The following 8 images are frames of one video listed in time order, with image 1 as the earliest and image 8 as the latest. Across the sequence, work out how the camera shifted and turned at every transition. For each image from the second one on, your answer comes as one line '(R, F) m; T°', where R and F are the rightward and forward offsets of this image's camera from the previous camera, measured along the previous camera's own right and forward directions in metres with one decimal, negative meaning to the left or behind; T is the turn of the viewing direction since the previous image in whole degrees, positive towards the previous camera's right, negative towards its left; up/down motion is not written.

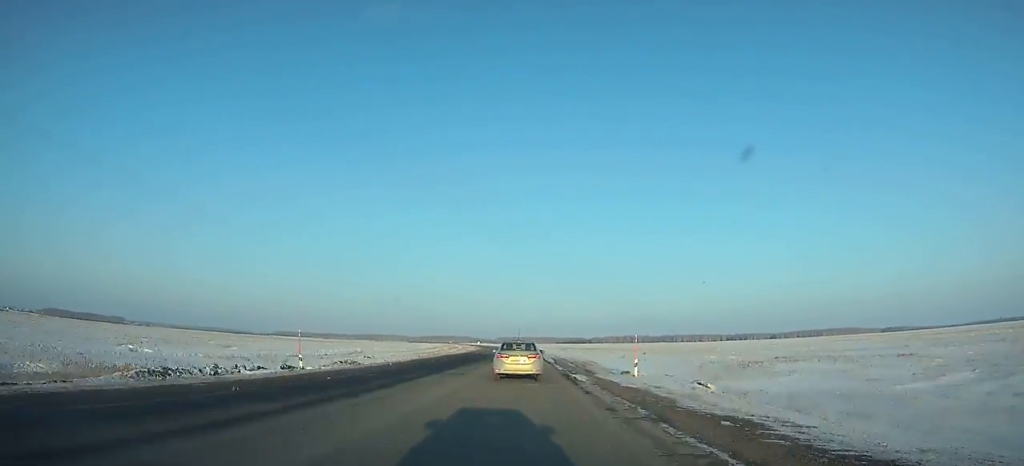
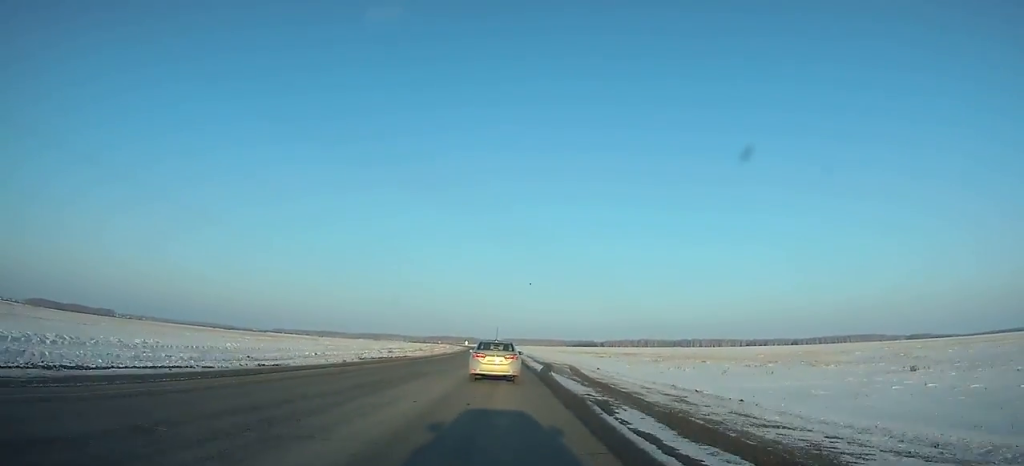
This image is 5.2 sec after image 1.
(-0.6, +95.2) m; -1°
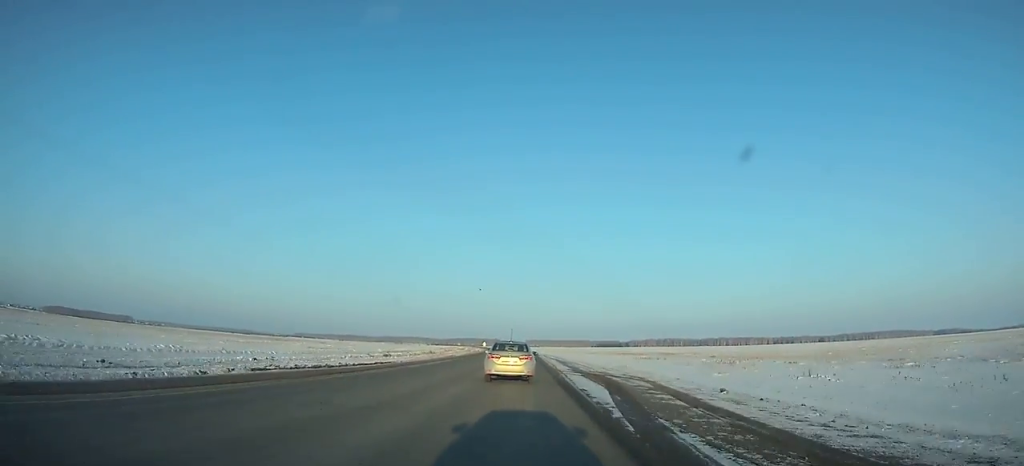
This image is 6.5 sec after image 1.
(-0.1, +23.8) m; -1°
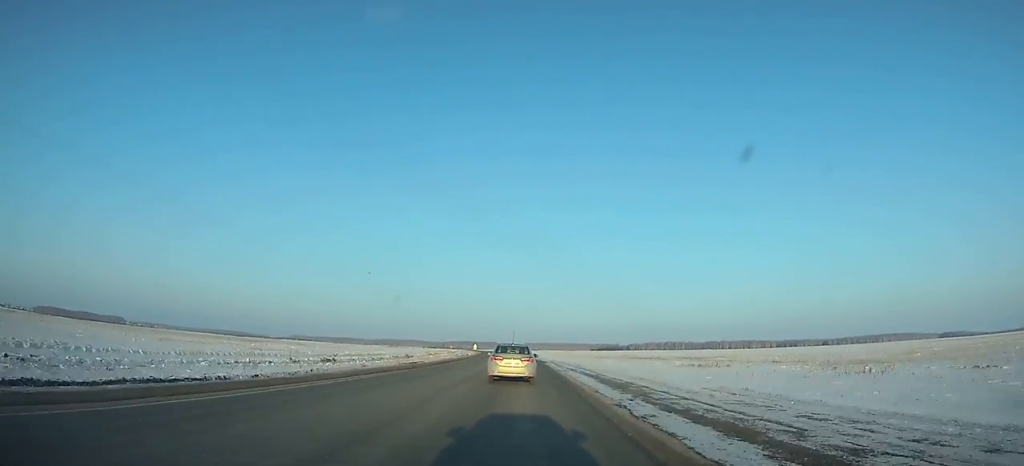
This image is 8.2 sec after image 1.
(-0.2, +31.6) m; -1°
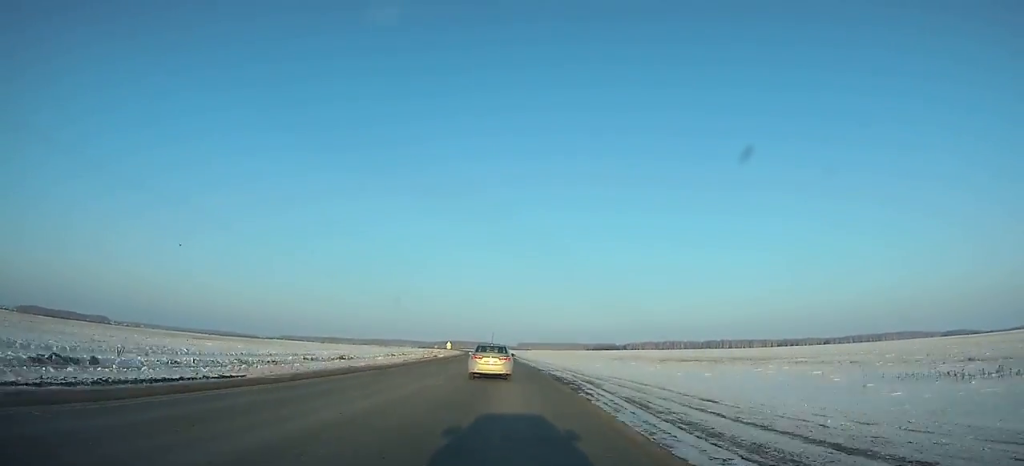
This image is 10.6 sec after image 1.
(-0.3, +45.4) m; -1°
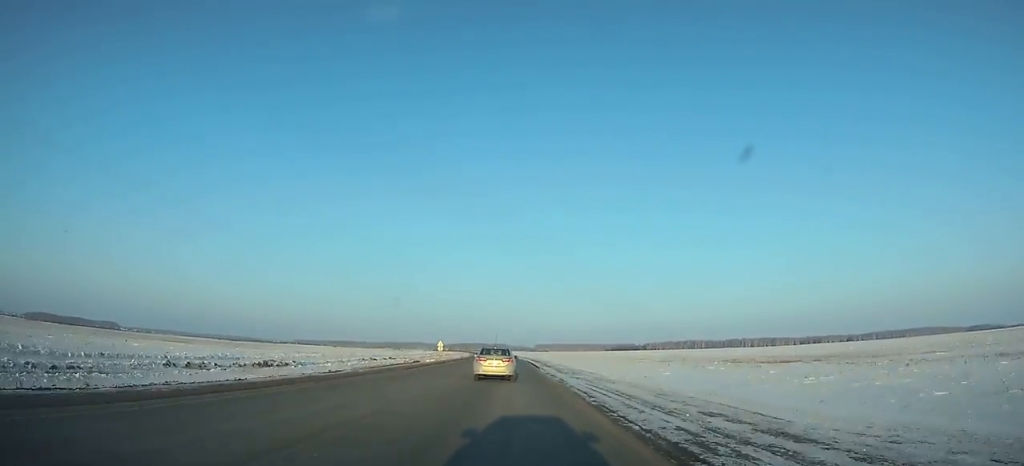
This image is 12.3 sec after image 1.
(-0.1, +33.0) m; -1°
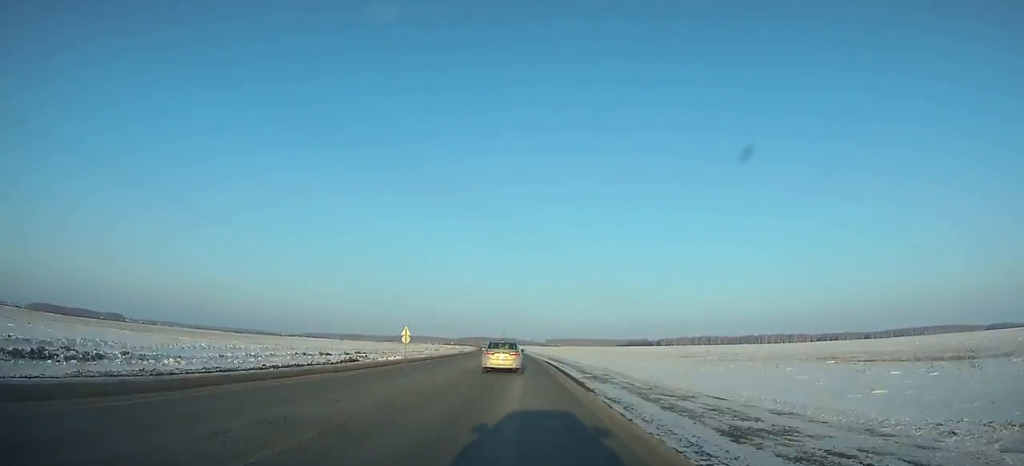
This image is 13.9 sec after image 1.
(-0.3, +32.1) m; -1°
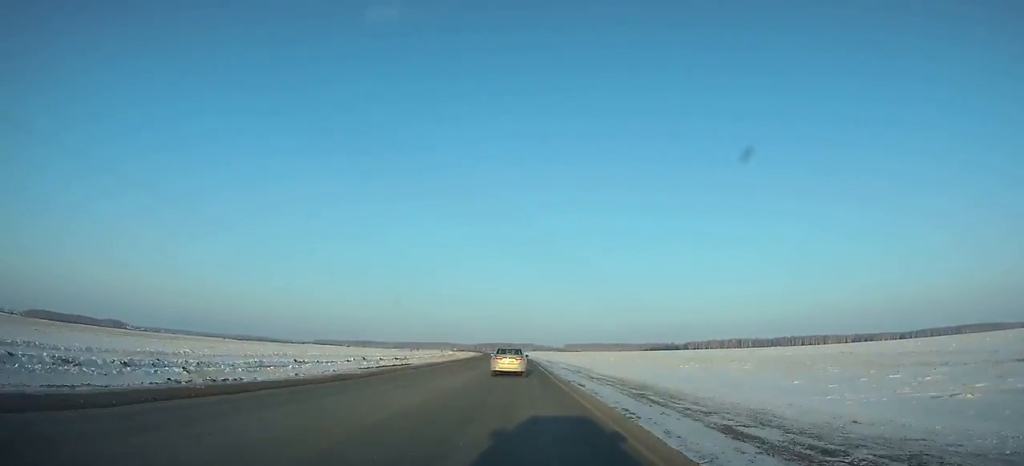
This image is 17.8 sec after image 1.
(-1.2, +81.3) m; -1°
